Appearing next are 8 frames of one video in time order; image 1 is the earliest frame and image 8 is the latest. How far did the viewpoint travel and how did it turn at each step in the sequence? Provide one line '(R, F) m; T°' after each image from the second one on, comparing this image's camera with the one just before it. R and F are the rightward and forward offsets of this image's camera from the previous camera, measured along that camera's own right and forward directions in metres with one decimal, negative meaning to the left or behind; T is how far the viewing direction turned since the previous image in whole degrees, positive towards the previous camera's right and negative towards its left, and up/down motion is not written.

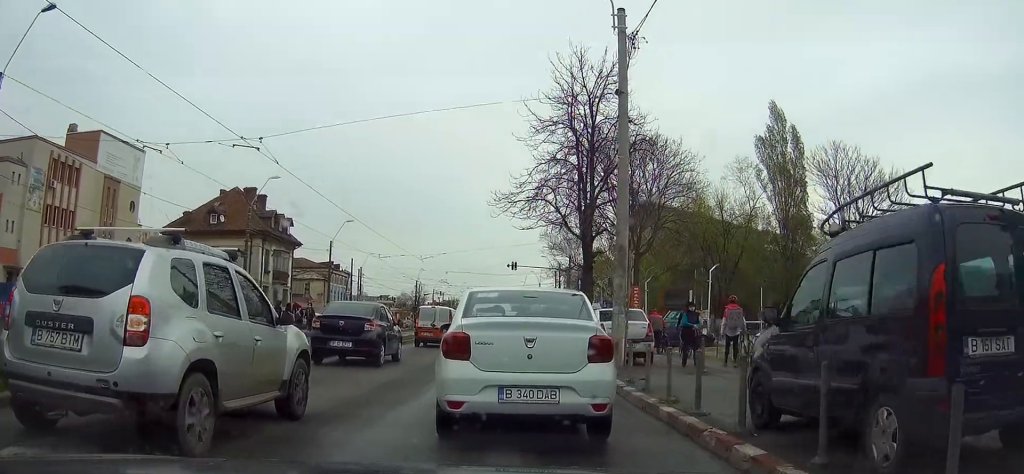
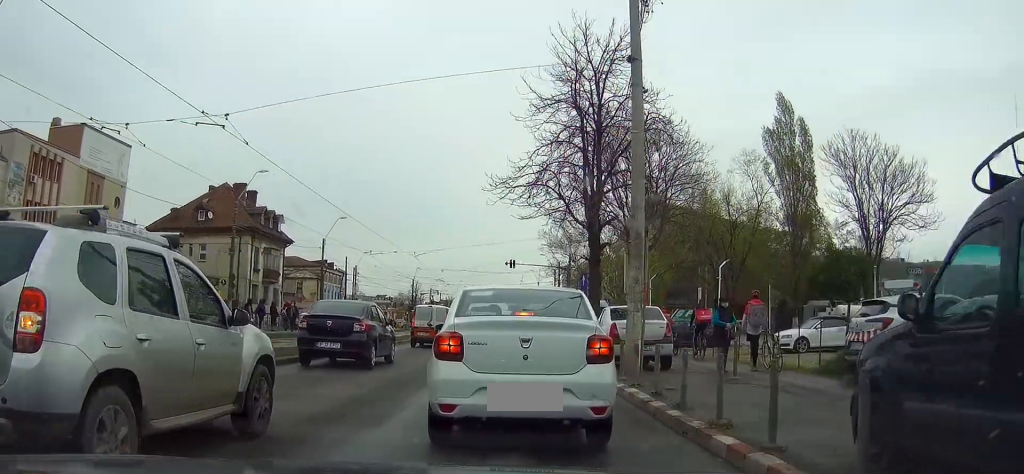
(0.0, +2.0) m; +1°
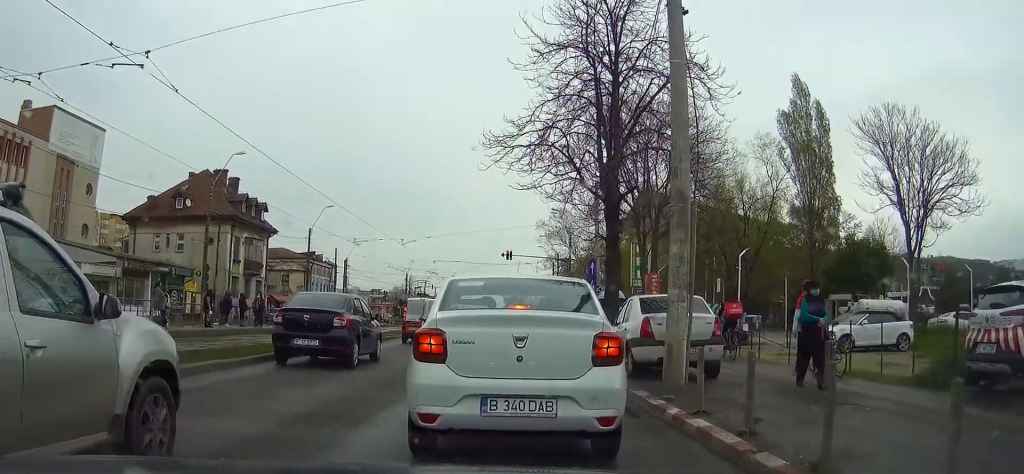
(0.0, +3.4) m; +2°
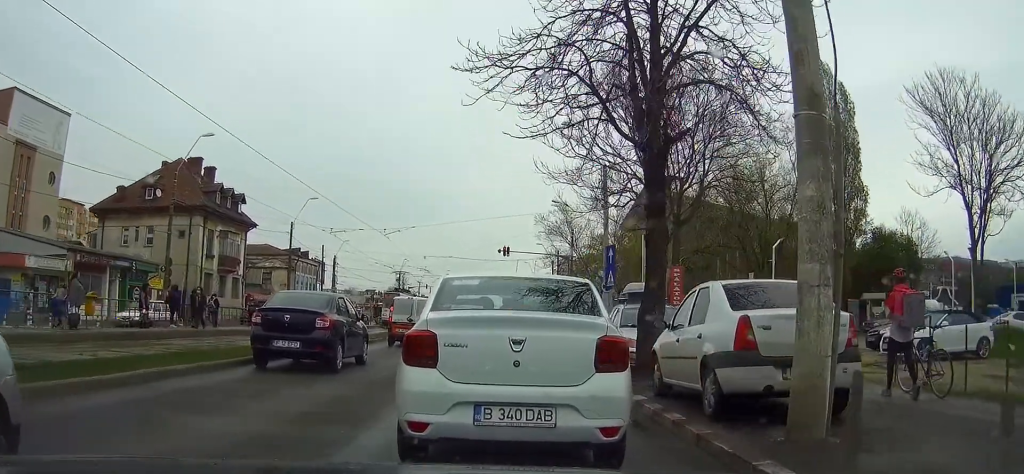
(+0.1, +5.3) m; +4°
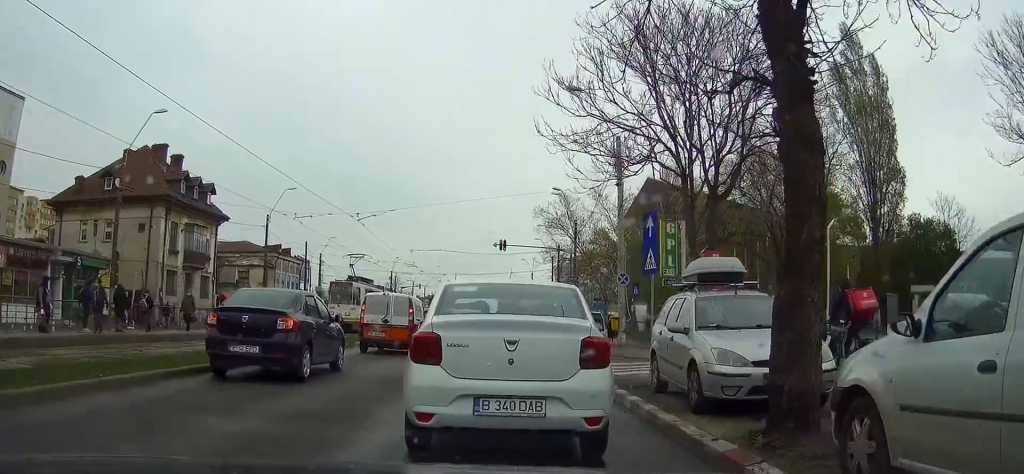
(+0.3, +6.8) m; +2°
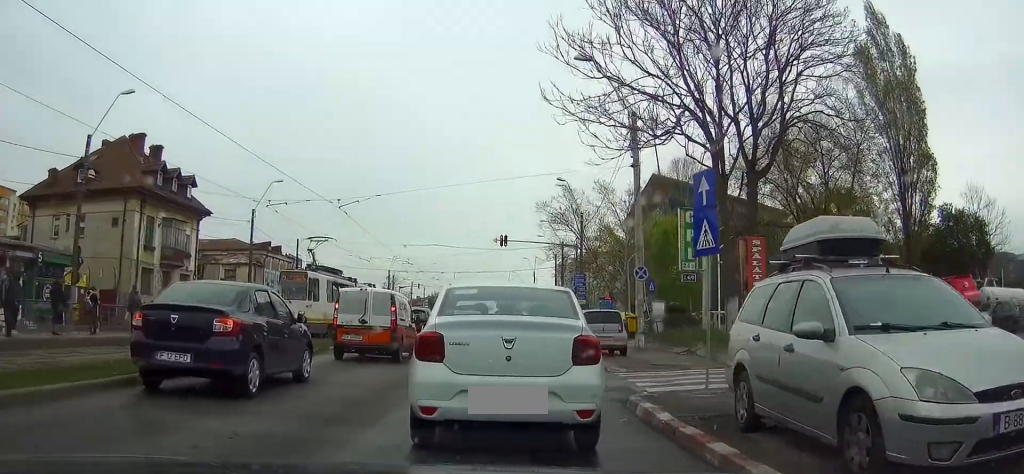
(-0.1, +3.9) m; -2°
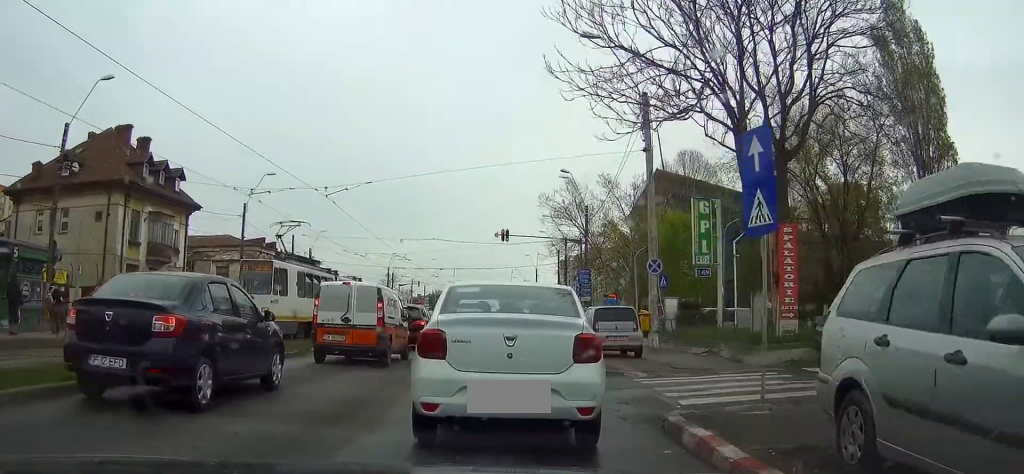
(0.0, +2.2) m; -3°
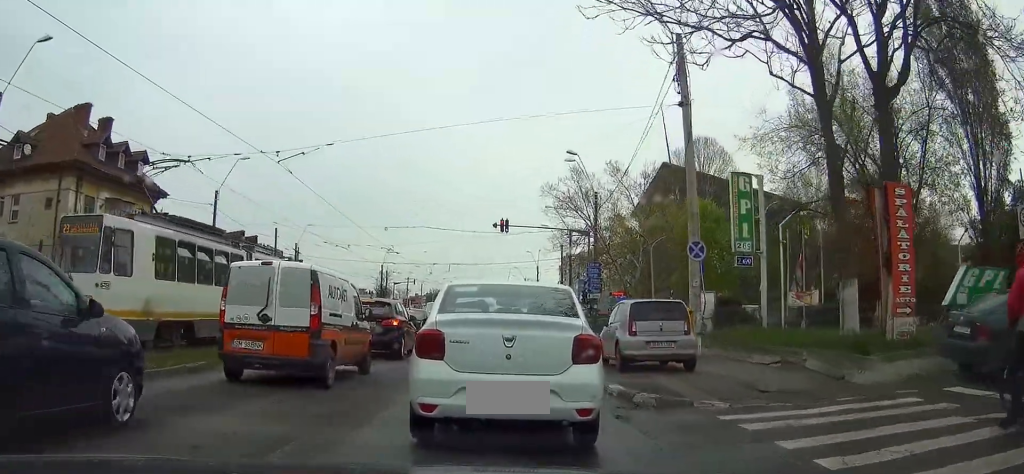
(-0.4, +5.9) m; -6°
